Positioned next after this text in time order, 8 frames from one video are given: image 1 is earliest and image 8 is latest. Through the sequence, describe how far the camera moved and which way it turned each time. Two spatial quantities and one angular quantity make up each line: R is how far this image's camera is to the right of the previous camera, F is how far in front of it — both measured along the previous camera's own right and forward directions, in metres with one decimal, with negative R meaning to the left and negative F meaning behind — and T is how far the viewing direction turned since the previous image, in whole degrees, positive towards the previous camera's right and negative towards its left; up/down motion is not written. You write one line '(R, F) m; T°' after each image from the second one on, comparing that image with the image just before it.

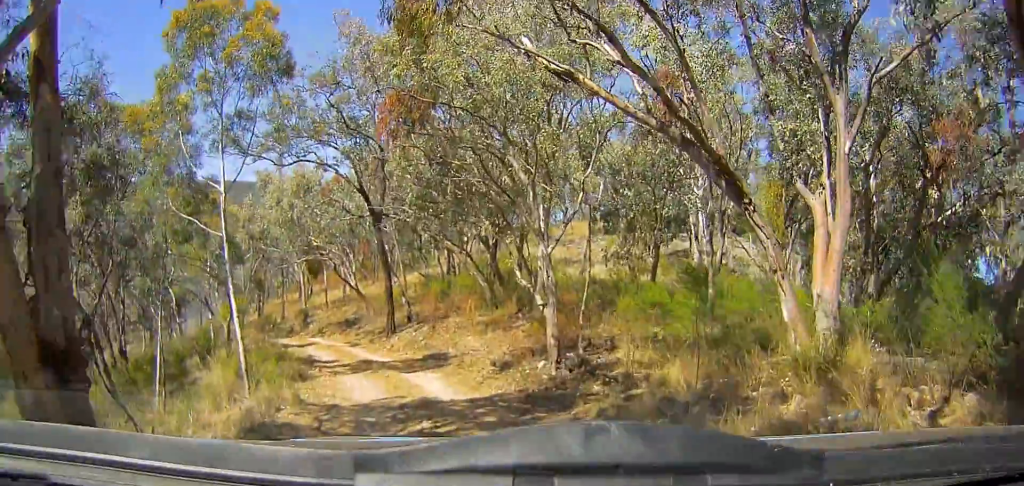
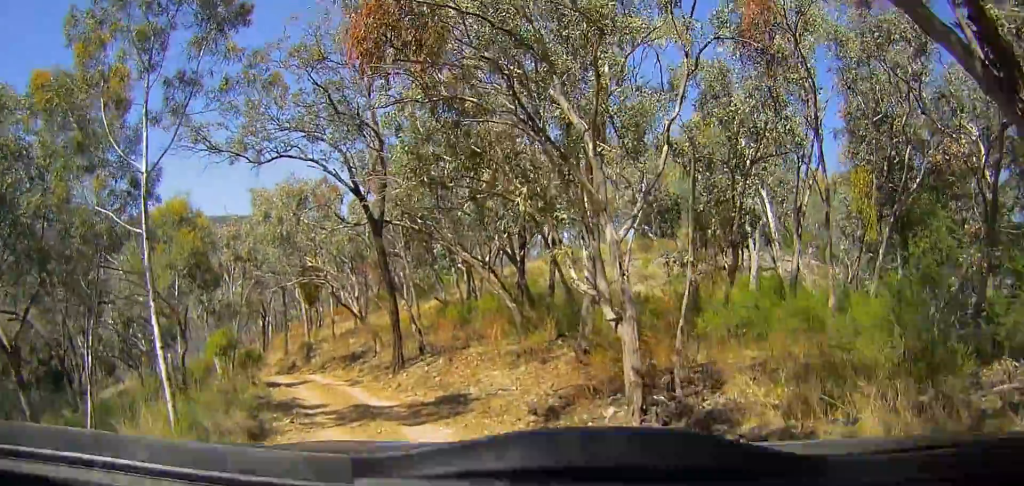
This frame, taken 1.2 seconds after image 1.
(-0.1, +4.4) m; -1°
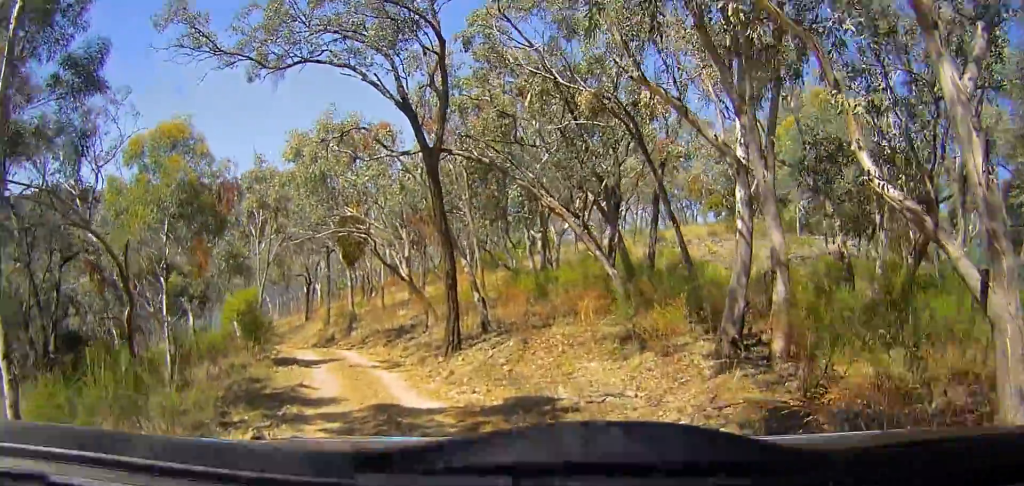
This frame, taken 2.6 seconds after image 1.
(0.0, +4.9) m; 0°
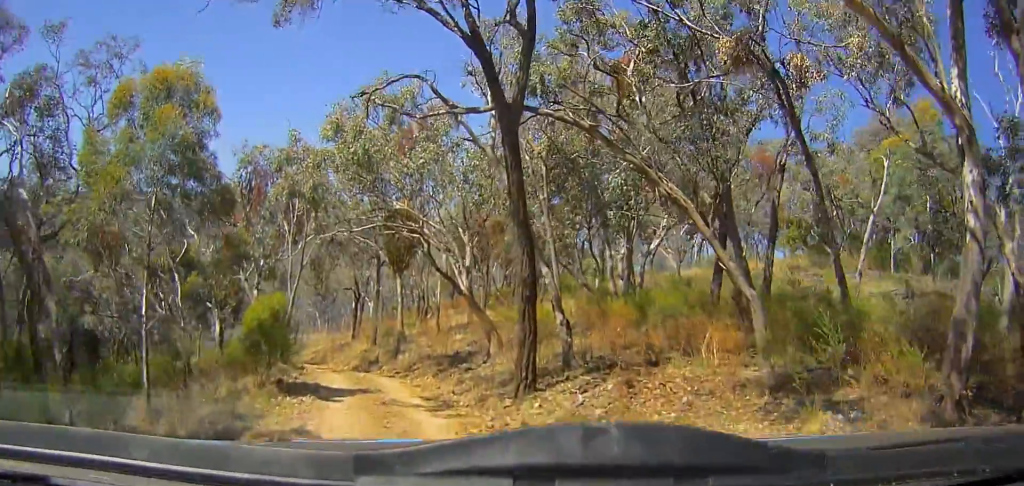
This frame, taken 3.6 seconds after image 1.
(0.0, +4.1) m; -2°
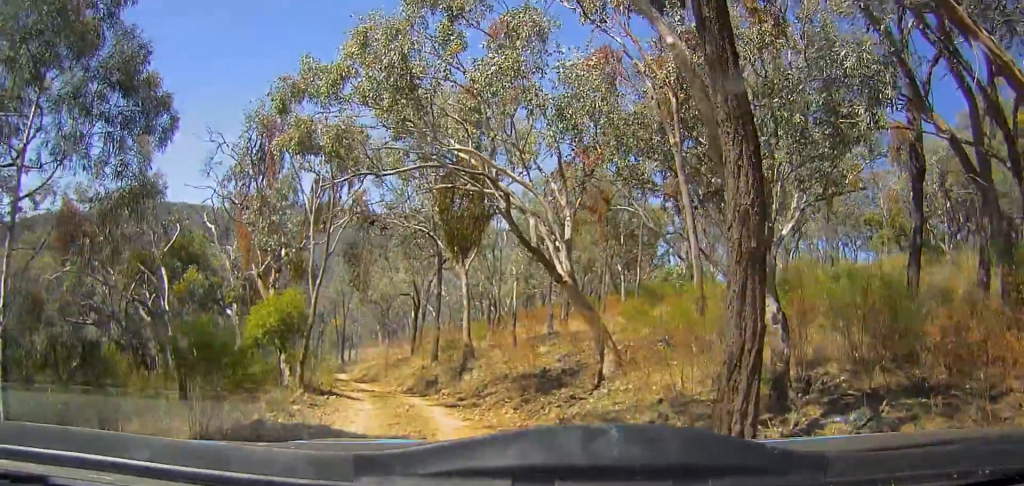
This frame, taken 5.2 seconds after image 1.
(-0.7, +6.3) m; -20°
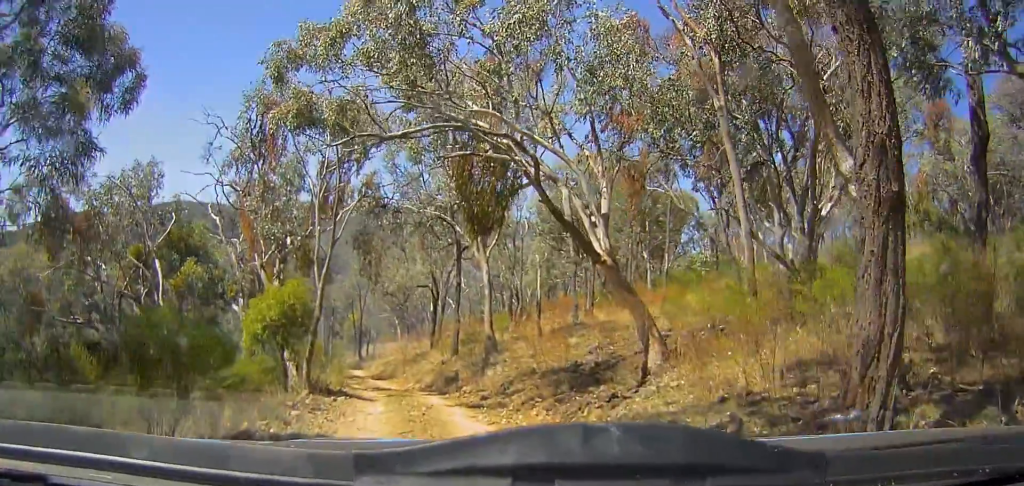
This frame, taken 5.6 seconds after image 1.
(-0.1, +1.3) m; -5°
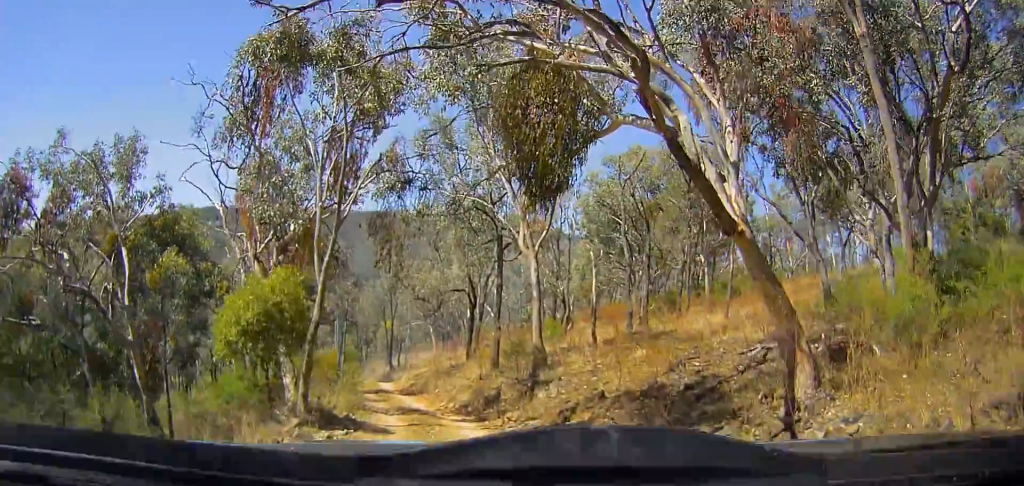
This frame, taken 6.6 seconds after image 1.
(-0.4, +3.0) m; -7°
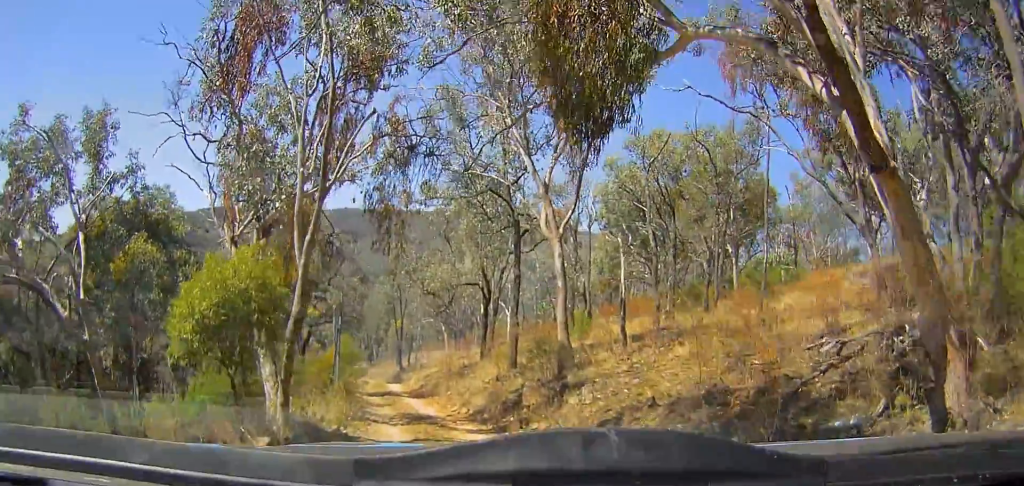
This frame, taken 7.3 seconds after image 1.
(0.0, +2.0) m; 0°
